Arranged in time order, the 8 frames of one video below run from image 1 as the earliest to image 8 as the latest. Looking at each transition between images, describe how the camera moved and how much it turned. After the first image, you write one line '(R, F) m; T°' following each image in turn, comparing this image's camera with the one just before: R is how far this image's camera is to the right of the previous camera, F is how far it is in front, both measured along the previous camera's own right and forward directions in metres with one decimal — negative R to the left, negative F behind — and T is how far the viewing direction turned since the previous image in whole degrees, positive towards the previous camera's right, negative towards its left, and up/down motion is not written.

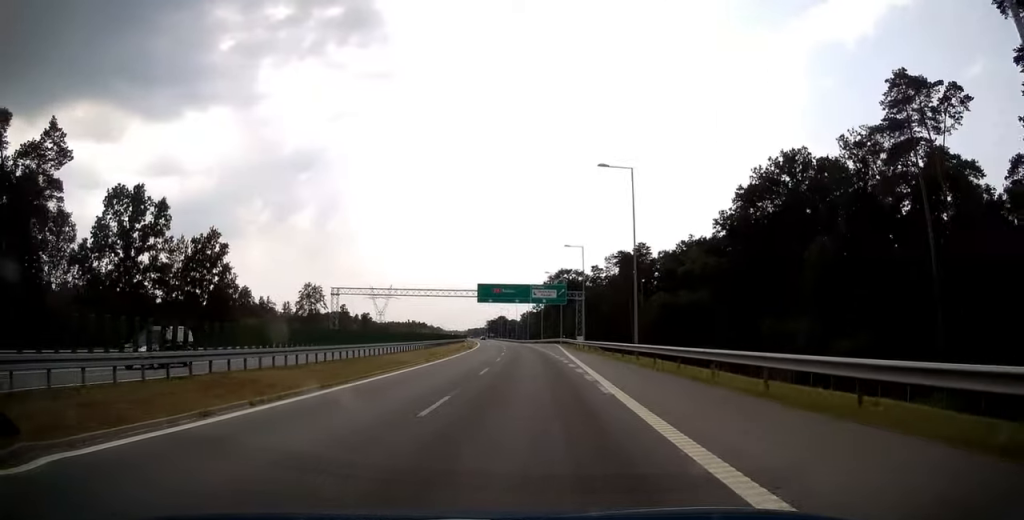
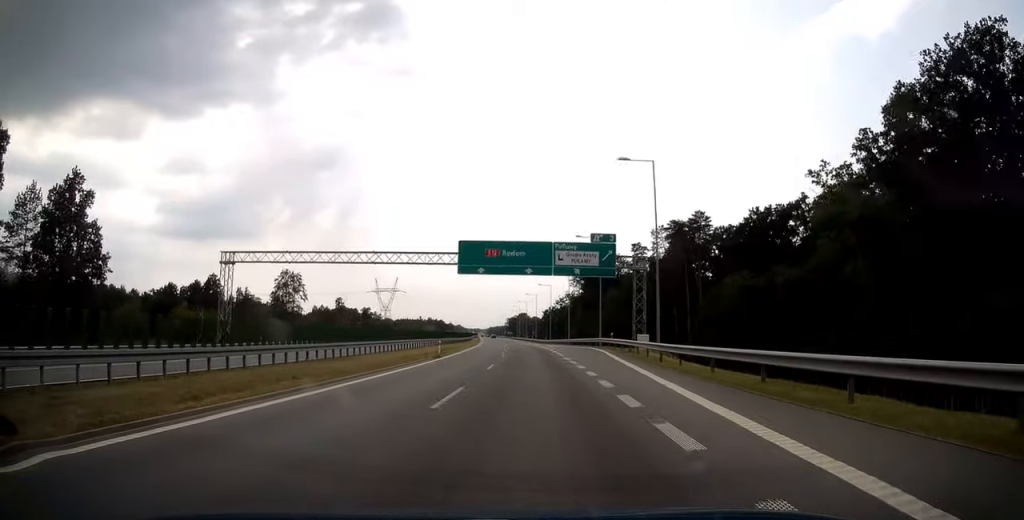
(-0.7, +35.2) m; -2°
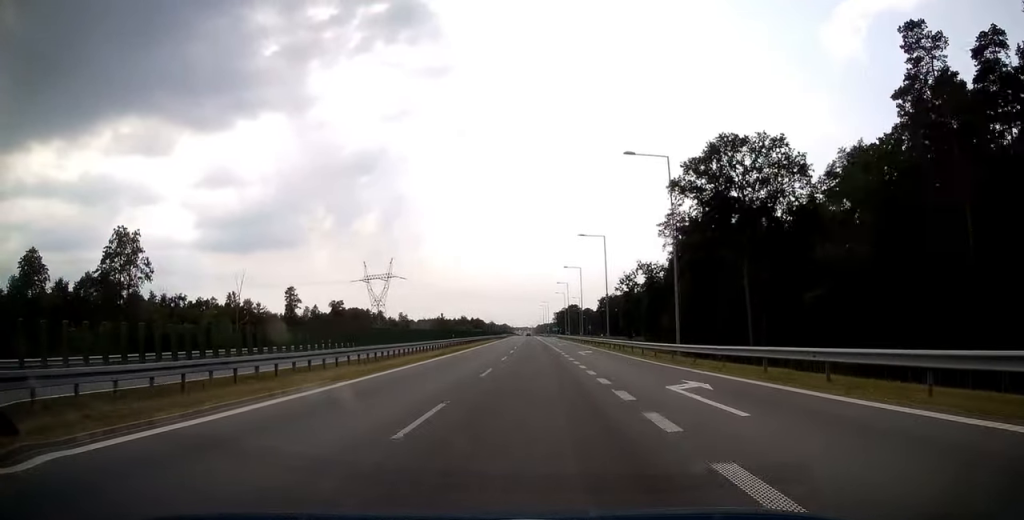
(-3.5, +87.2) m; -5°
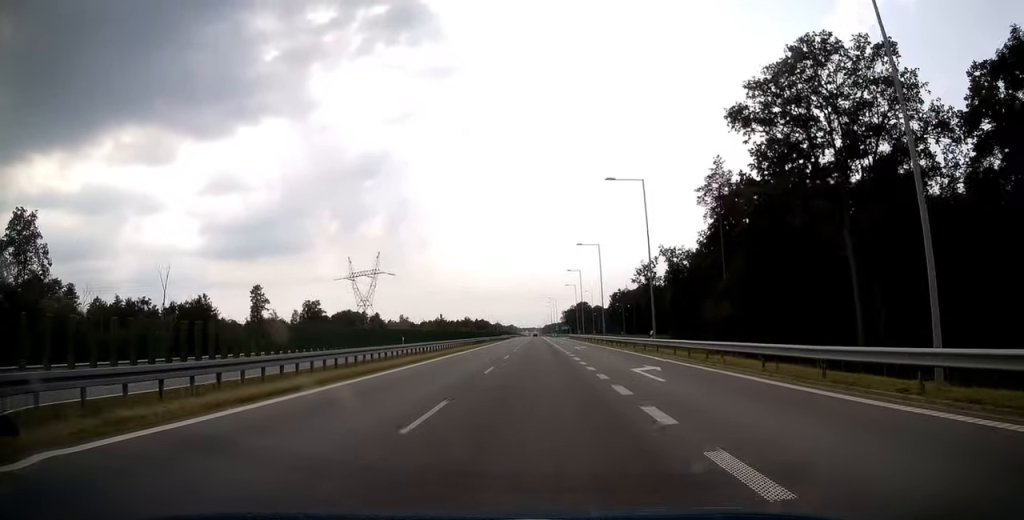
(-0.3, +23.6) m; -1°
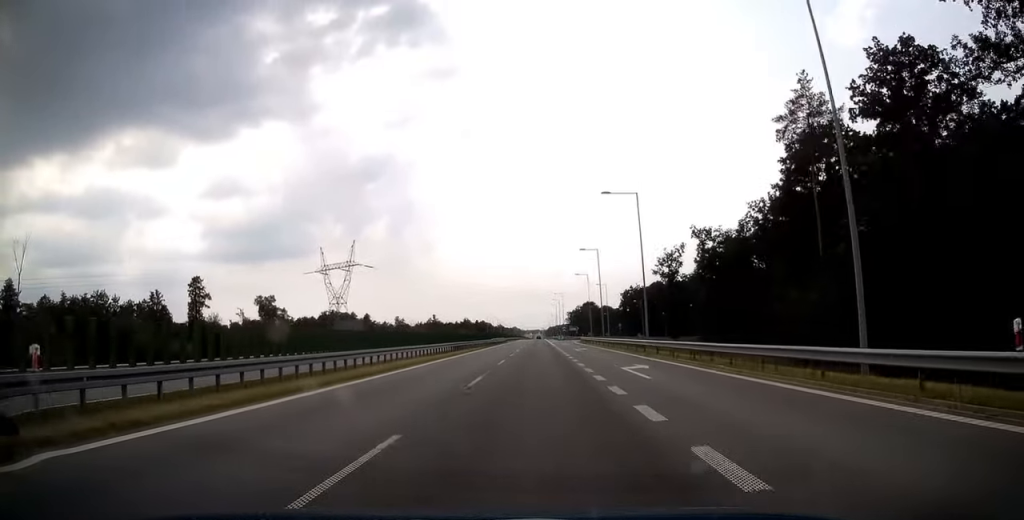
(-0.3, +28.0) m; -1°
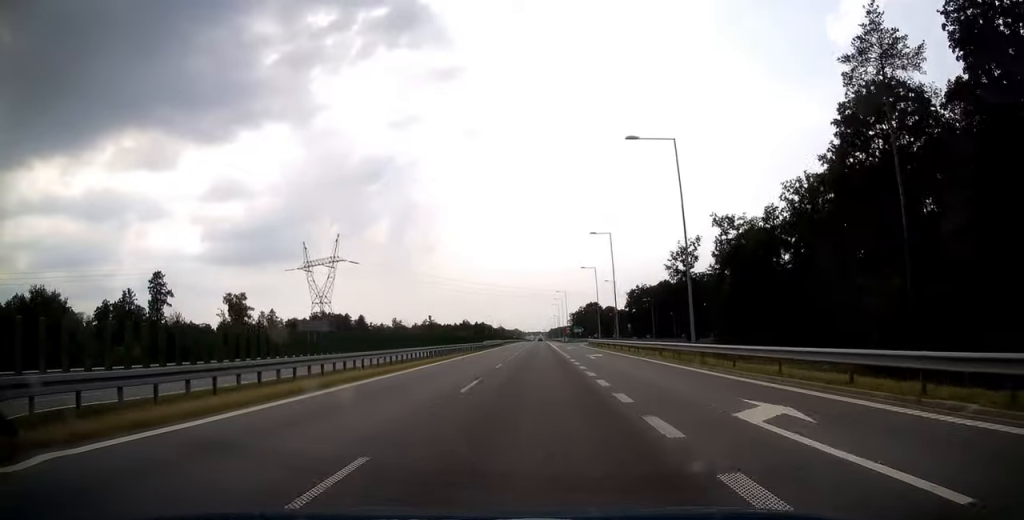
(0.0, +13.5) m; 0°
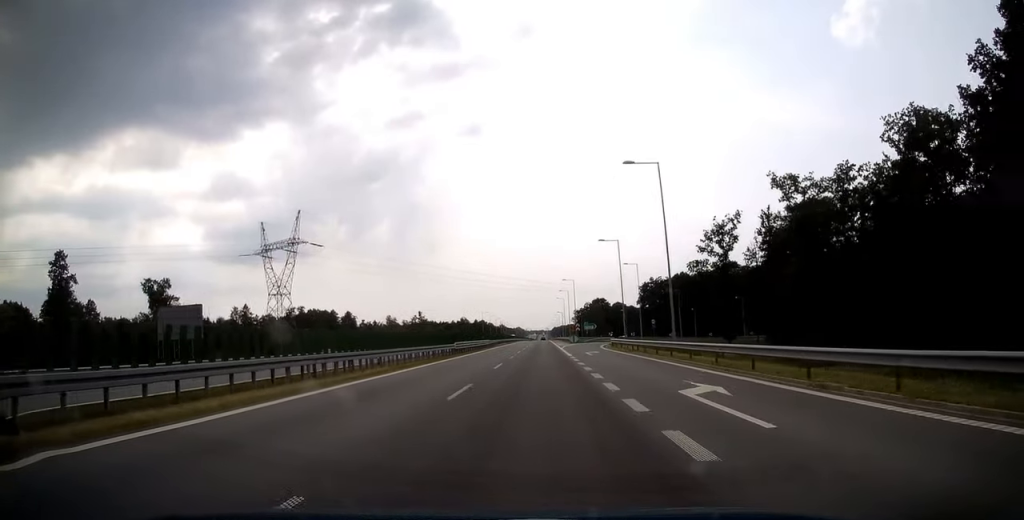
(0.0, +25.8) m; 0°
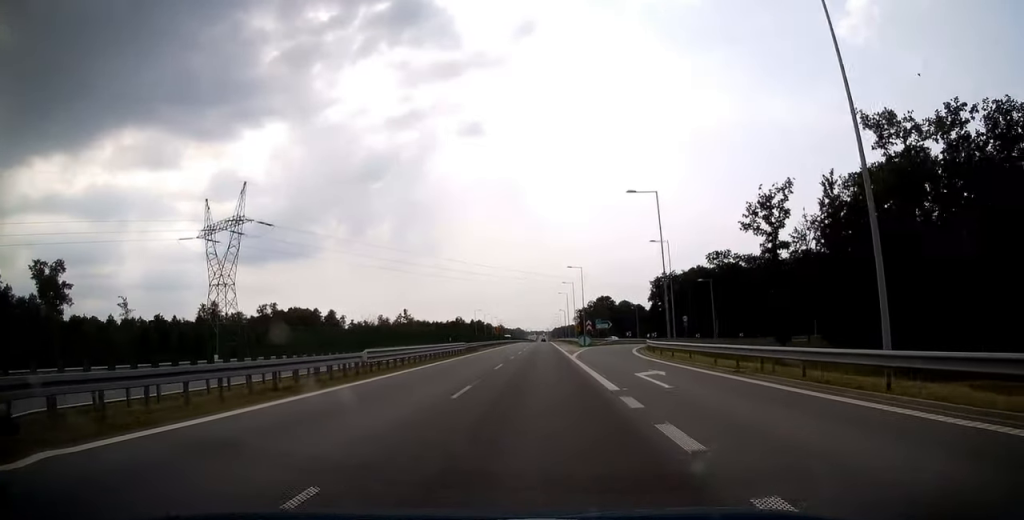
(0.0, +23.6) m; 0°
